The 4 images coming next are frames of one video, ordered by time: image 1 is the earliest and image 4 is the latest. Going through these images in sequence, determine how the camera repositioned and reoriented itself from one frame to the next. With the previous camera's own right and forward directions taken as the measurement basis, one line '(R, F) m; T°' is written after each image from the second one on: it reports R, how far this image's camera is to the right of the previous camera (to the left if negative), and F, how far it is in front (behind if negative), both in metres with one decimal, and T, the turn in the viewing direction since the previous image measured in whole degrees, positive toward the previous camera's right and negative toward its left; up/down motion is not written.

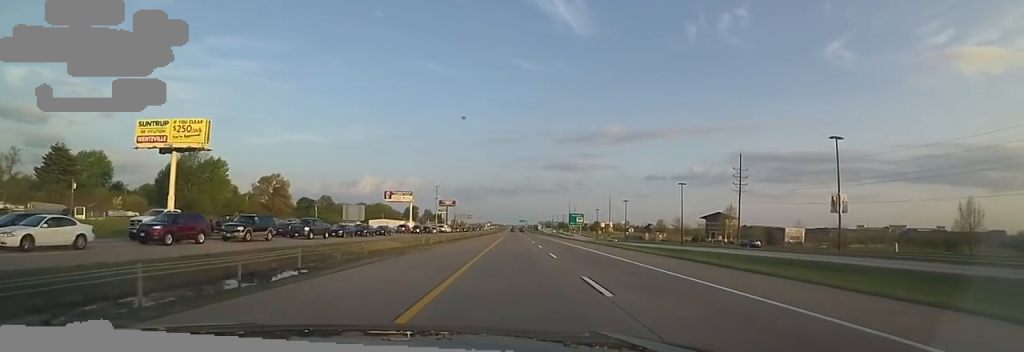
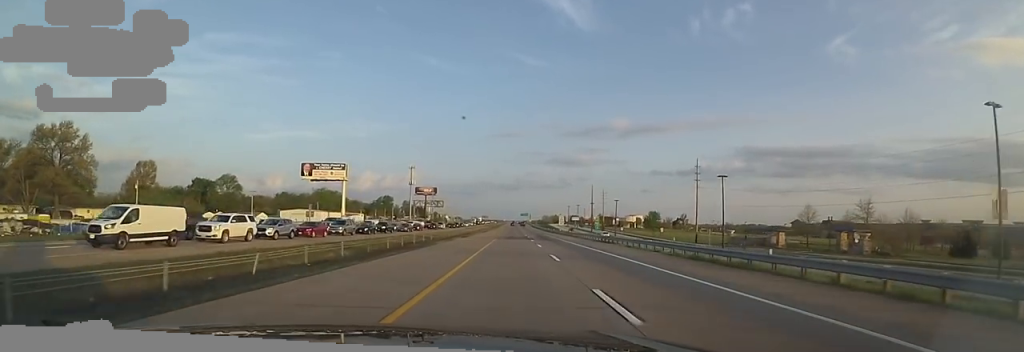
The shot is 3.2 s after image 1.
(-2.1, +101.2) m; 0°
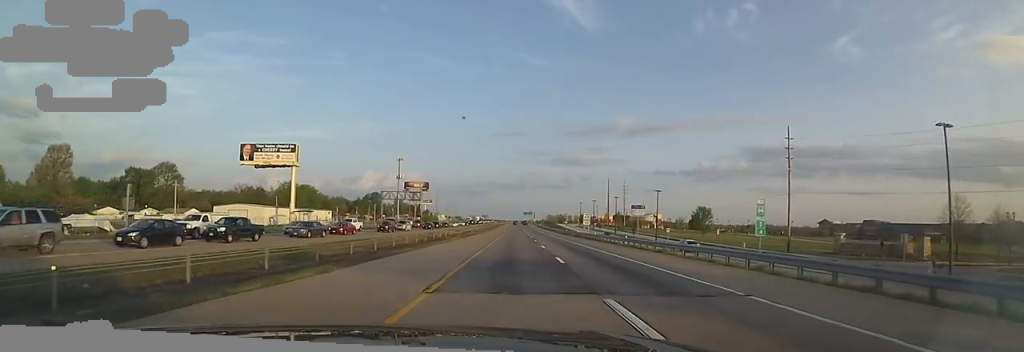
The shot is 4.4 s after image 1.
(+0.9, +37.5) m; 0°
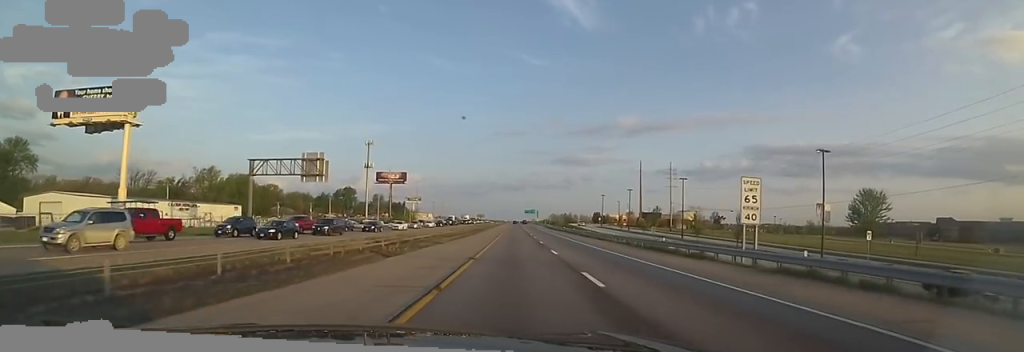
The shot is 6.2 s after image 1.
(-1.9, +55.0) m; -1°
